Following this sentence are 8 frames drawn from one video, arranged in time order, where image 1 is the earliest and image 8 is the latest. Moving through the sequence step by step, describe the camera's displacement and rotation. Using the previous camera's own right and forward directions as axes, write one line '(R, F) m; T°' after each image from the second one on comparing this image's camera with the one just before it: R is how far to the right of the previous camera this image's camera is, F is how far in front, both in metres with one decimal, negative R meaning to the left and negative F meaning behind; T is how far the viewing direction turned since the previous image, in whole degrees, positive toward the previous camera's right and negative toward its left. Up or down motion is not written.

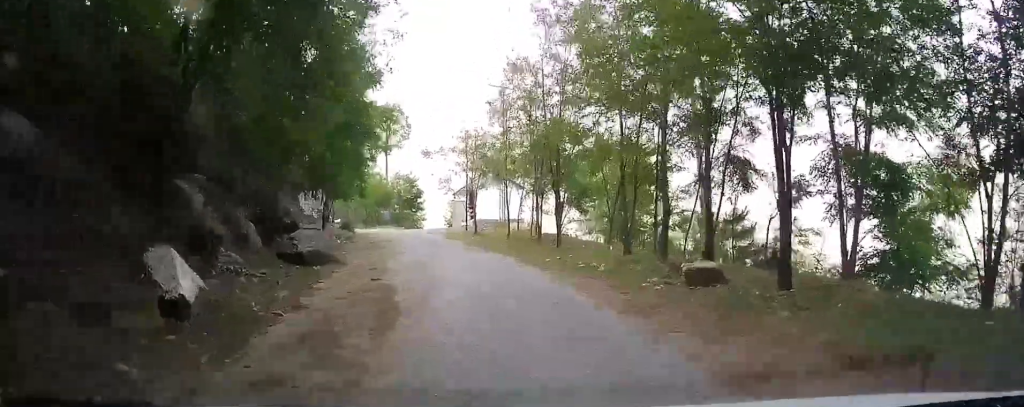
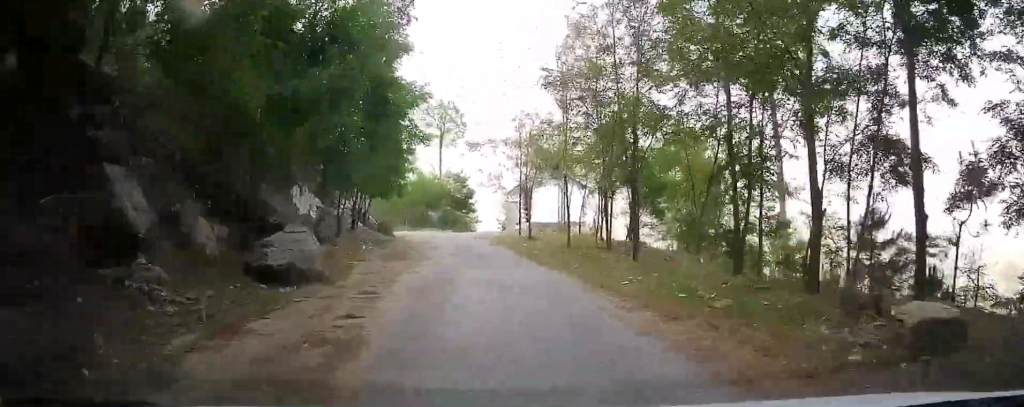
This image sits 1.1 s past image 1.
(-0.4, +3.3) m; -7°
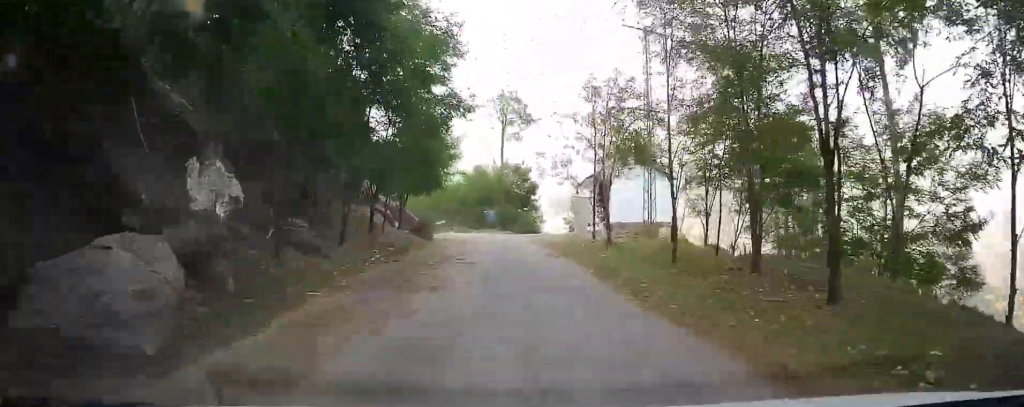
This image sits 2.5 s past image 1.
(-0.3, +5.6) m; -2°
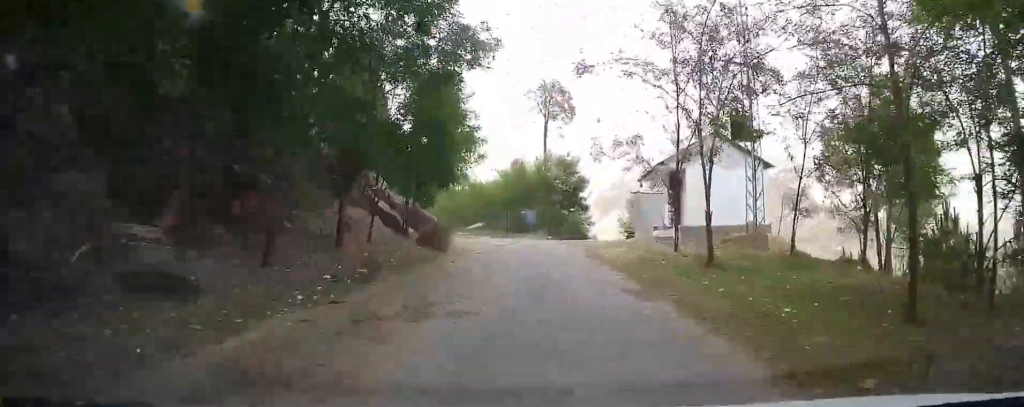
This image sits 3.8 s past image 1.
(-0.1, +6.3) m; 0°
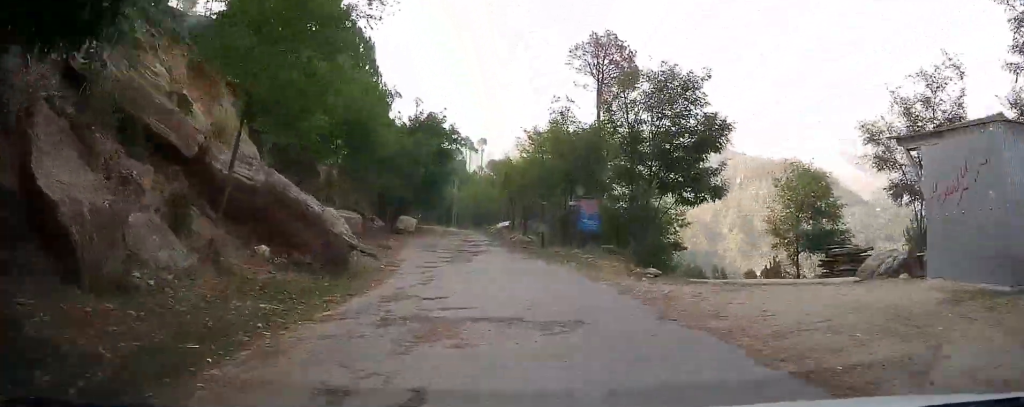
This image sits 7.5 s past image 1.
(-1.1, +24.6) m; -6°
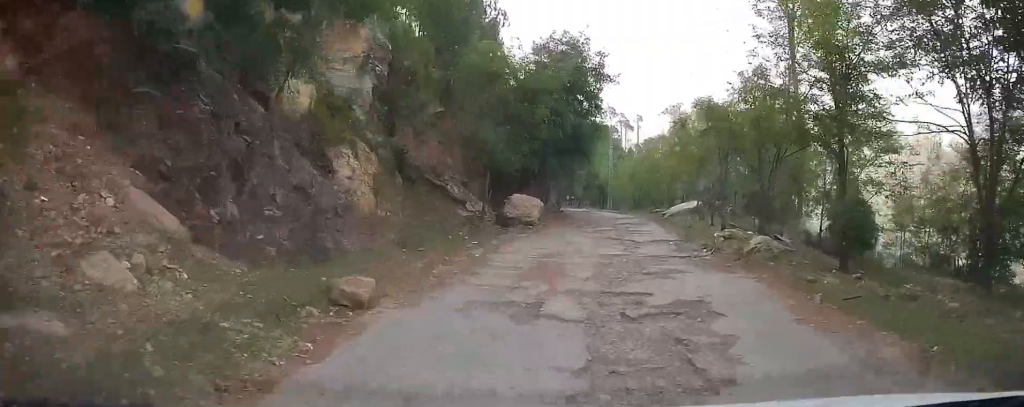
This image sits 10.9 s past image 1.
(-1.4, +15.8) m; -10°
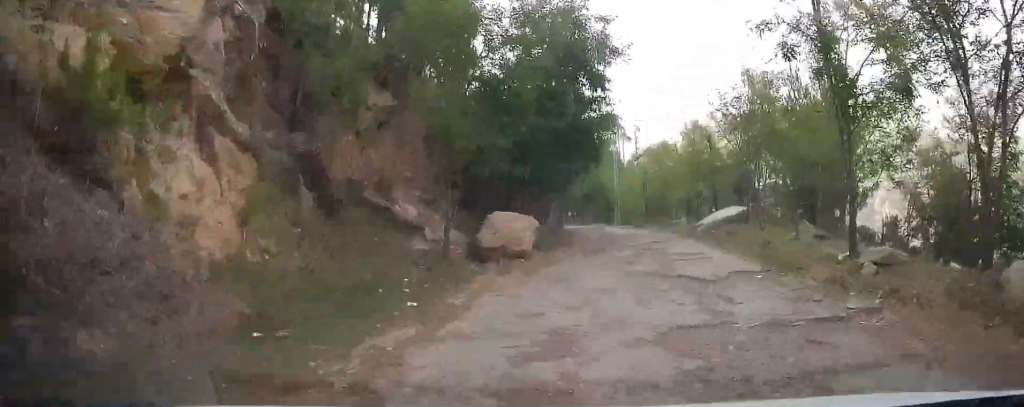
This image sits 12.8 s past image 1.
(-0.1, +7.7) m; +2°
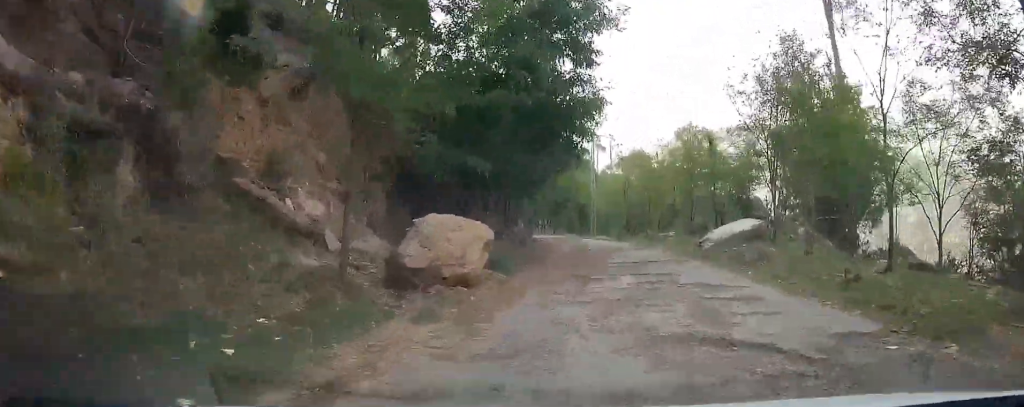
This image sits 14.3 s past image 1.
(+0.2, +5.6) m; +3°
